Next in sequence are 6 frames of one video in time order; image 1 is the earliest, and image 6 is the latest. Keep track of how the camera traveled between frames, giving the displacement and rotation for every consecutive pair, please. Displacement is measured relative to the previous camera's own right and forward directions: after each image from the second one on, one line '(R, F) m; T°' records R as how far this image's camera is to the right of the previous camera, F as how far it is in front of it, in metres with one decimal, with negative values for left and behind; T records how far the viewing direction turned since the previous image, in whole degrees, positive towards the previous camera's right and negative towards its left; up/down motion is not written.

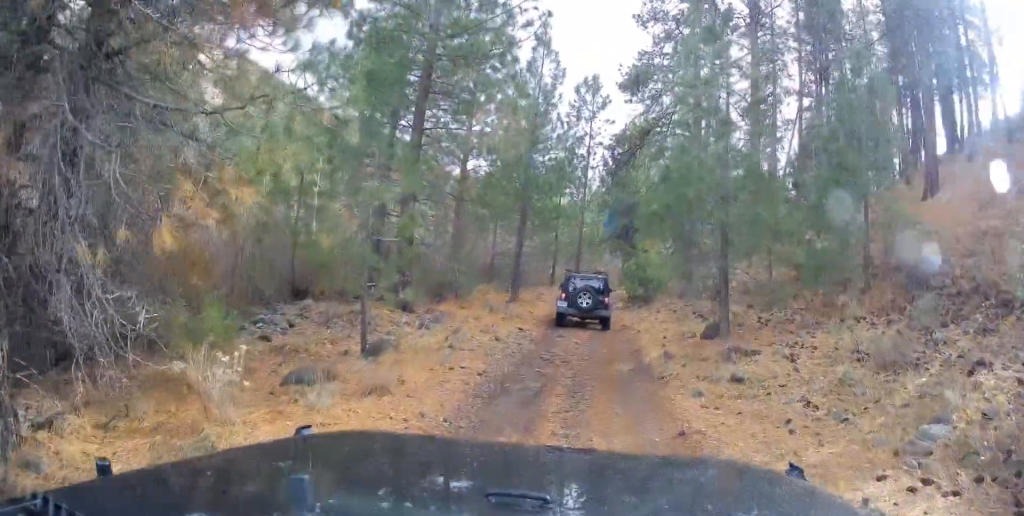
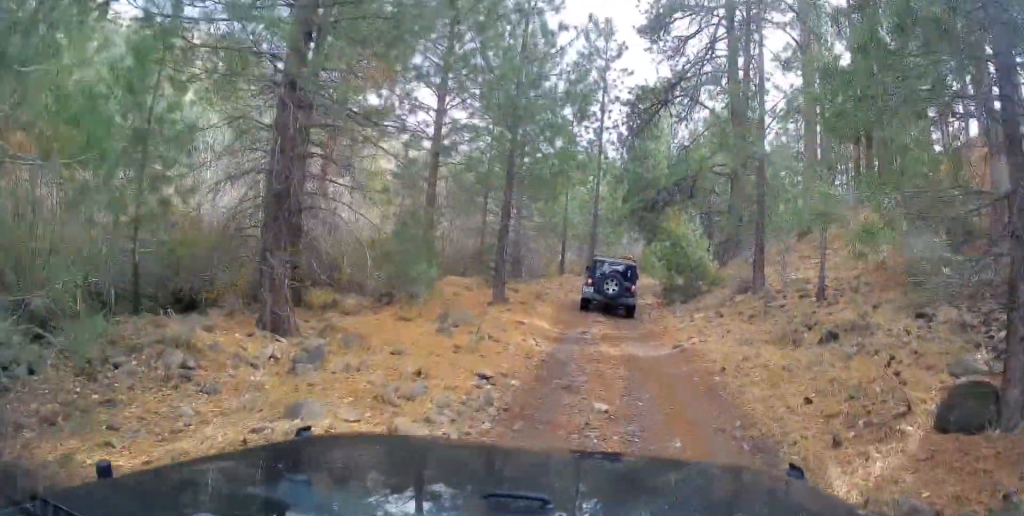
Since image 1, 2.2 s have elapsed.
(+0.2, +8.8) m; +2°
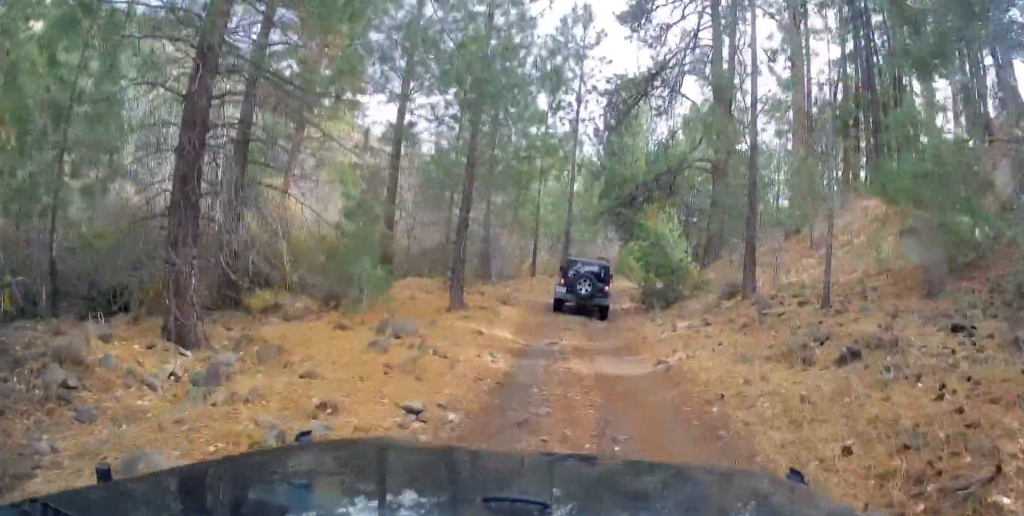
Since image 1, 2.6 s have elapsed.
(0.0, +1.8) m; 0°
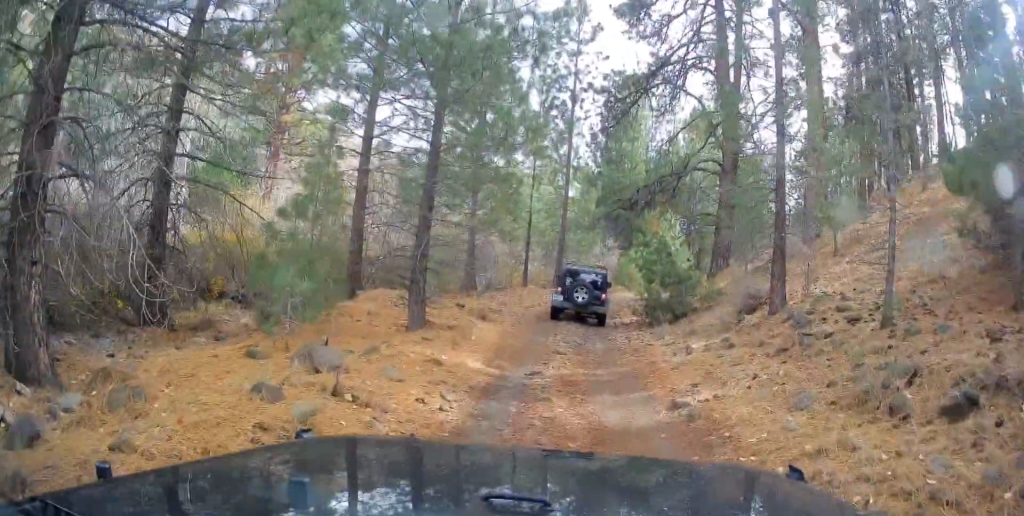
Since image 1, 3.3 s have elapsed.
(0.0, +2.8) m; -1°
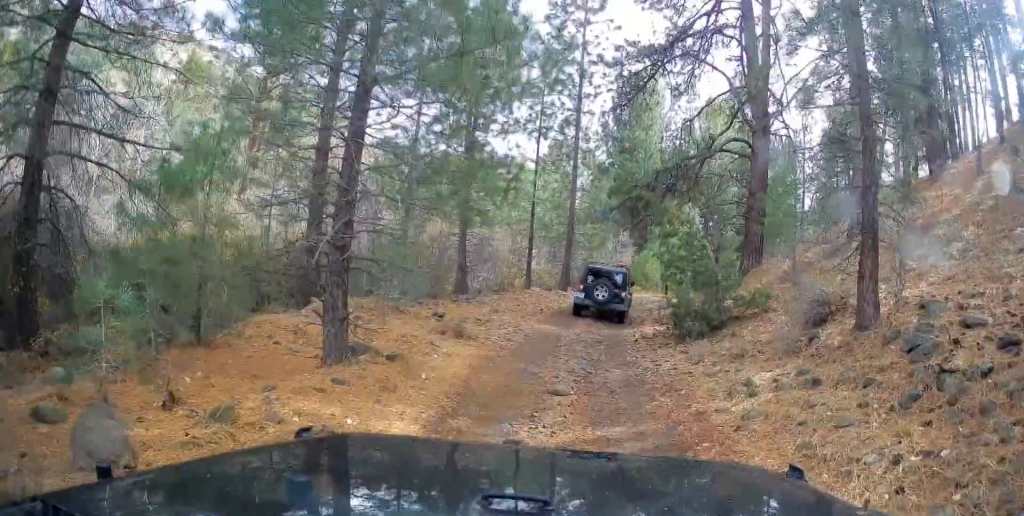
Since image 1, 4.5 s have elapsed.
(0.0, +4.0) m; -1°
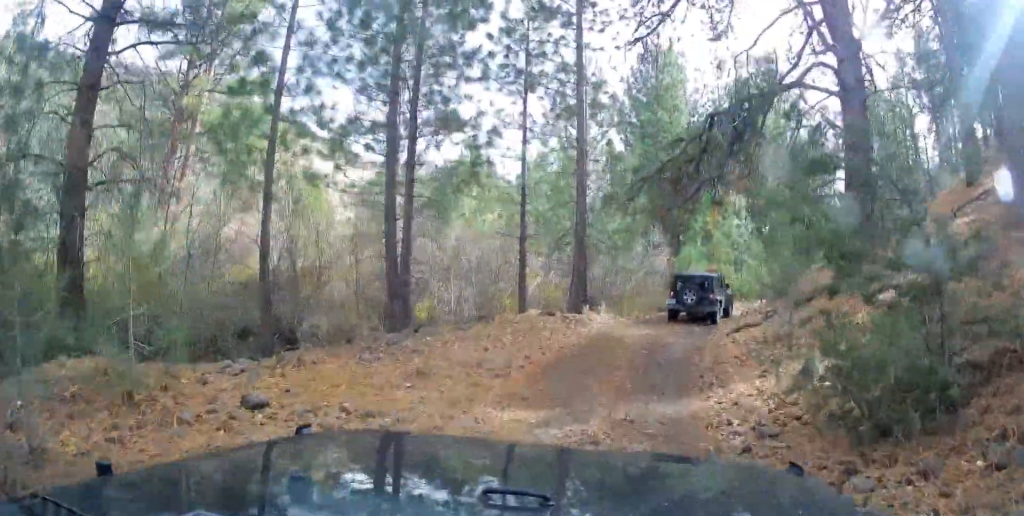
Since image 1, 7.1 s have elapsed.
(+2.0, +8.5) m; +6°
